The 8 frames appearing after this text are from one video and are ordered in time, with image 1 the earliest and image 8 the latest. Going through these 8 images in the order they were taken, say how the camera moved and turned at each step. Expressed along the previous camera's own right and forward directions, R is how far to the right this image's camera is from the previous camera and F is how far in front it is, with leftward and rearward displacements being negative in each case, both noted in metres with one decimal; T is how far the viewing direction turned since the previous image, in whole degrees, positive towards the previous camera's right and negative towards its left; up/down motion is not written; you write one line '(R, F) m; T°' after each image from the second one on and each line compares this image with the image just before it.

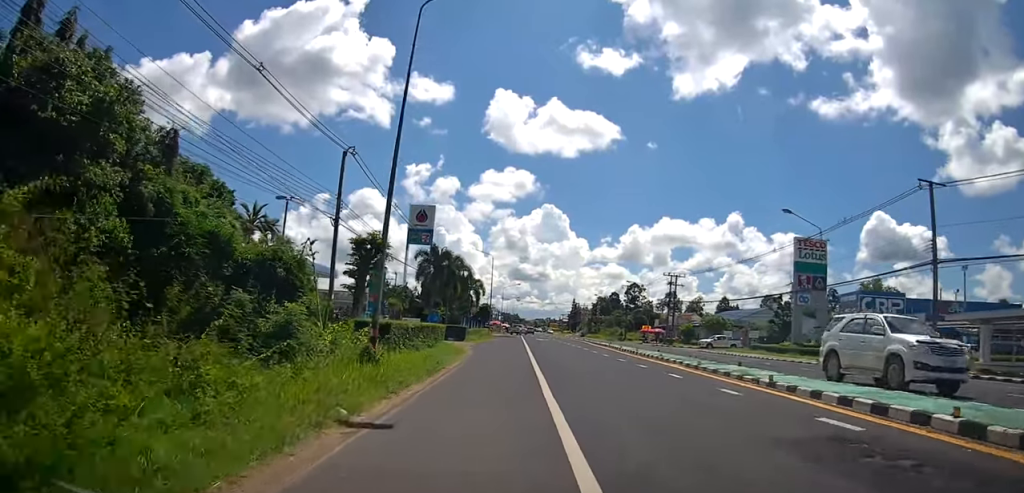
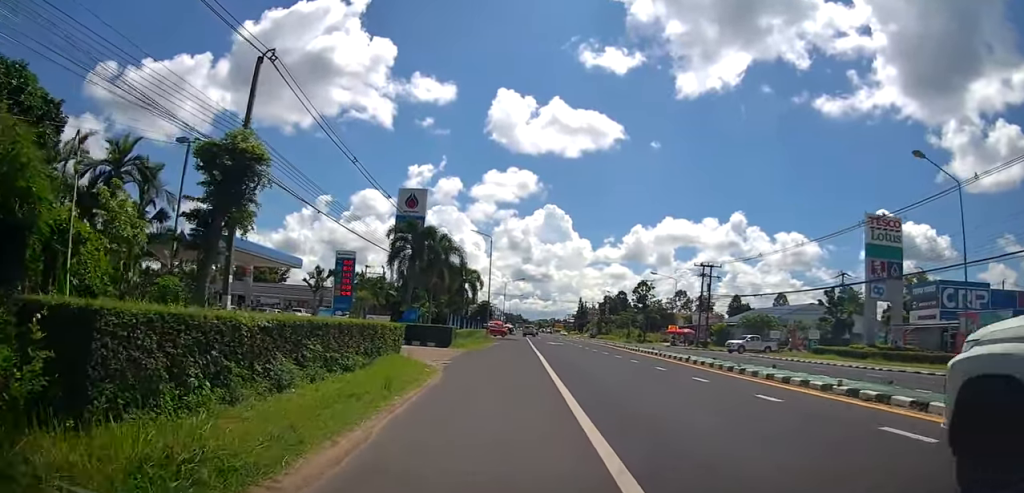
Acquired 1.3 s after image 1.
(+1.0, +13.7) m; +3°
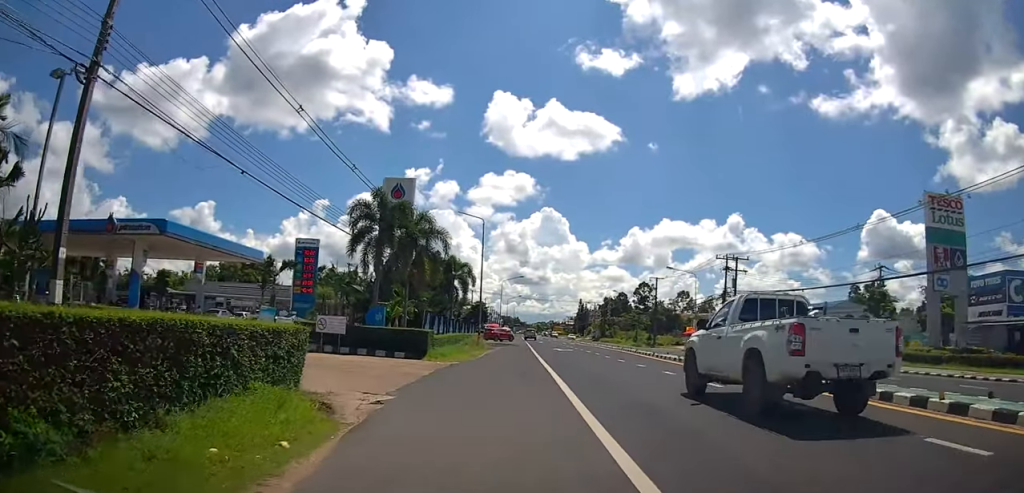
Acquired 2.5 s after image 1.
(-0.8, +9.2) m; -6°
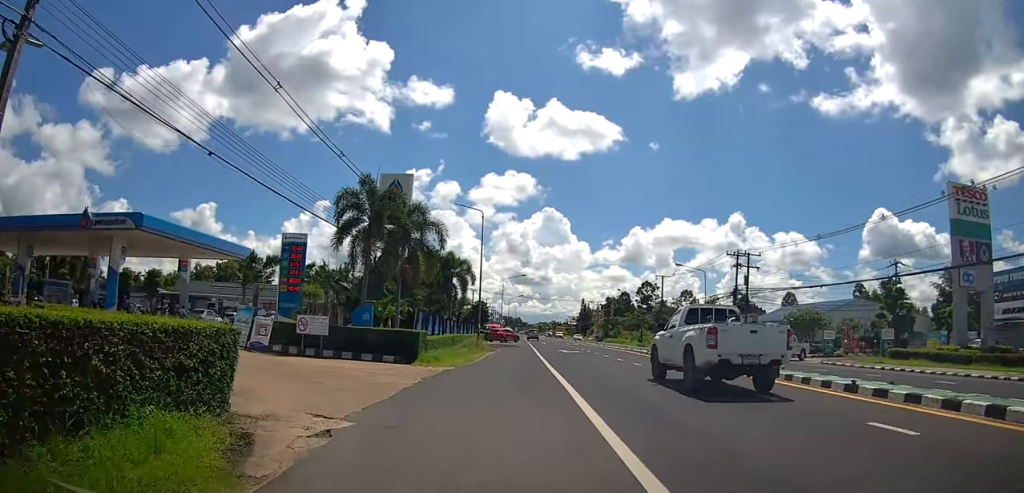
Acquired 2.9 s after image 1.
(0.0, +2.7) m; 0°
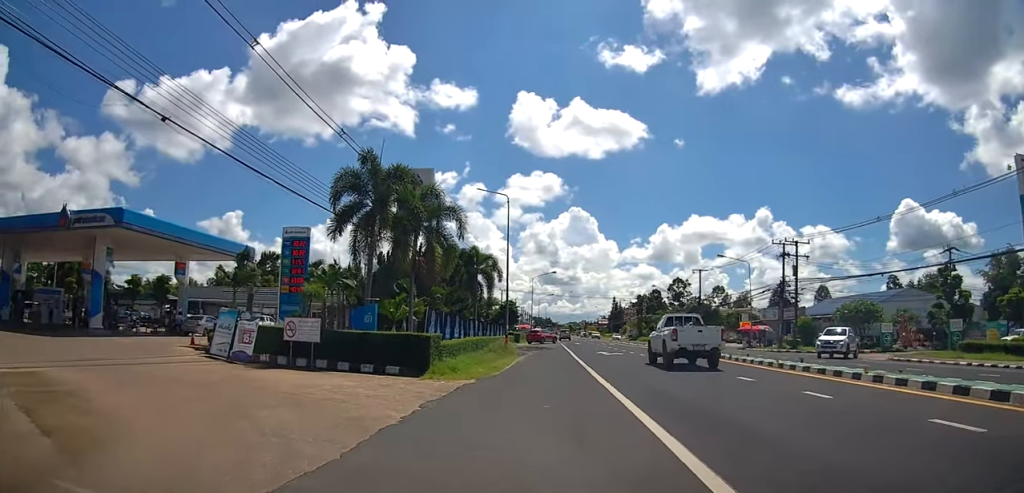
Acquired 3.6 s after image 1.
(0.0, +4.6) m; -3°
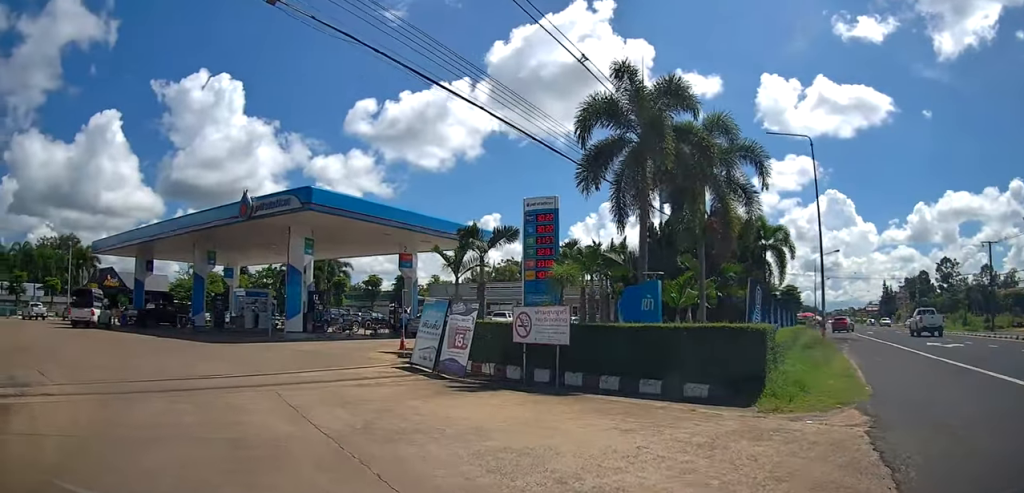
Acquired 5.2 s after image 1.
(-1.4, +7.4) m; -31°
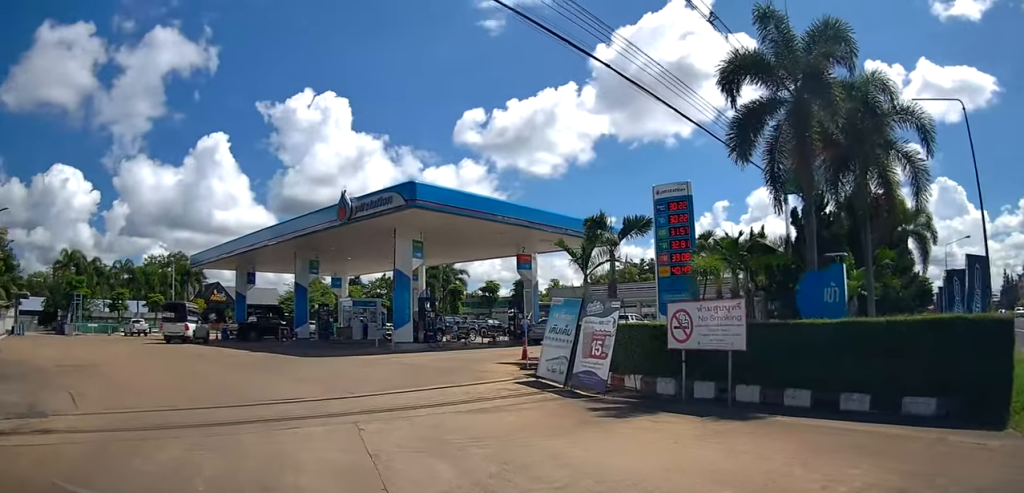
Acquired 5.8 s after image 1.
(-0.4, +2.6) m; -14°
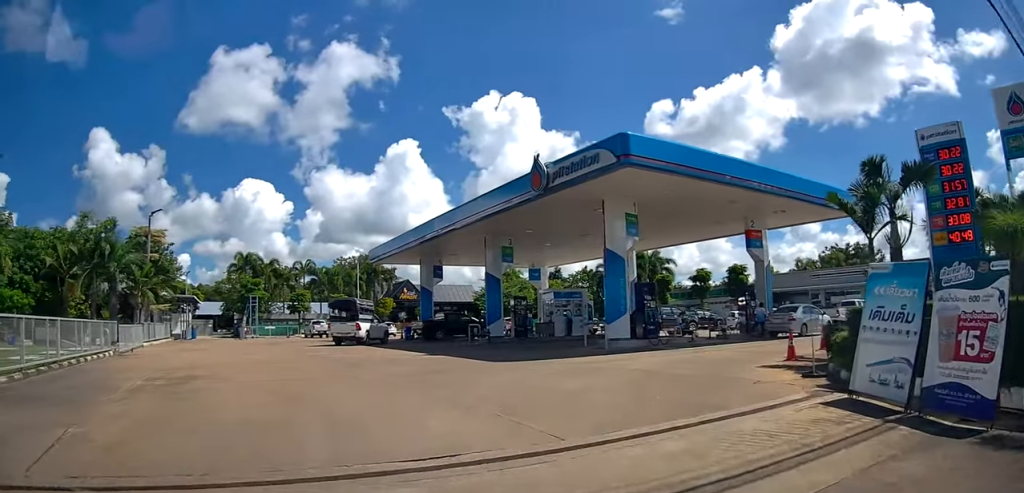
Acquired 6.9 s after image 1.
(-1.1, +5.0) m; -20°
